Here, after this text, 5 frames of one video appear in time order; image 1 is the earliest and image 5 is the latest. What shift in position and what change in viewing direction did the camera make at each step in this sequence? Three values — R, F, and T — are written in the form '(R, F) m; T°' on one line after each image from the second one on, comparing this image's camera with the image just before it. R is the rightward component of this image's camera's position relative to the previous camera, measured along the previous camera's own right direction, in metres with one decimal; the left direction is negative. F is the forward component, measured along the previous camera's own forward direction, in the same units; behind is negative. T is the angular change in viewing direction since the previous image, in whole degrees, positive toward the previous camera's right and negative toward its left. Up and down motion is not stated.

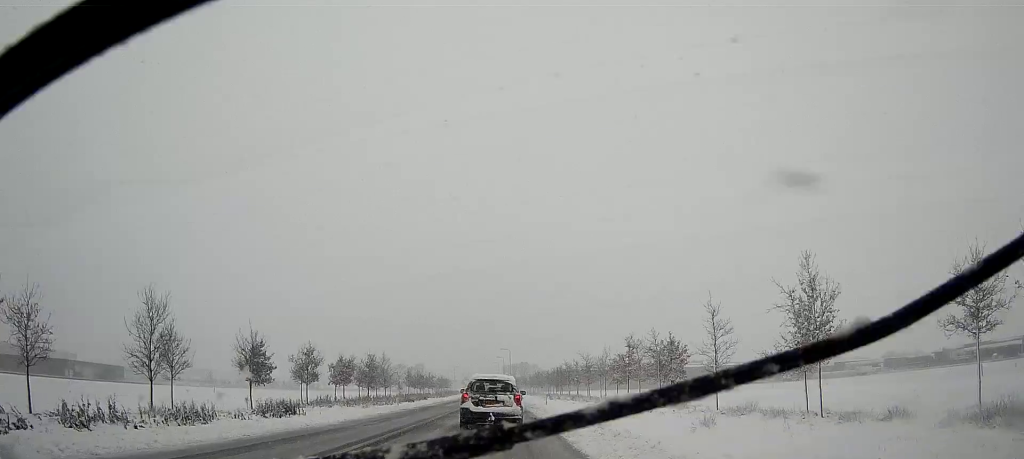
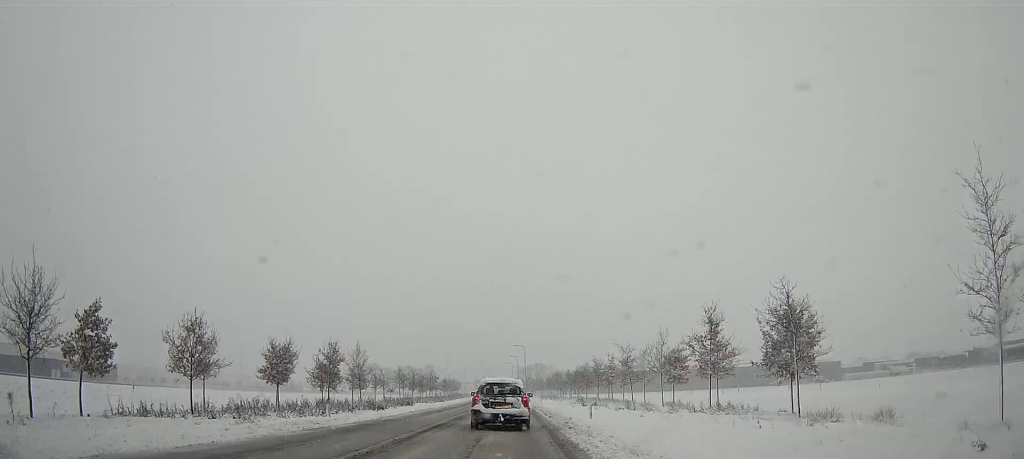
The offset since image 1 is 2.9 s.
(-0.6, +23.3) m; -1°
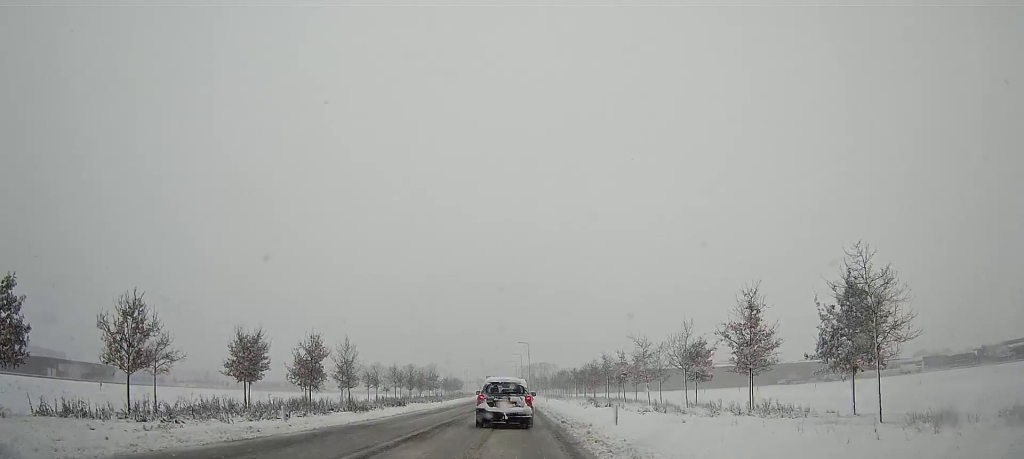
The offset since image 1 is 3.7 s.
(0.0, +6.7) m; +1°
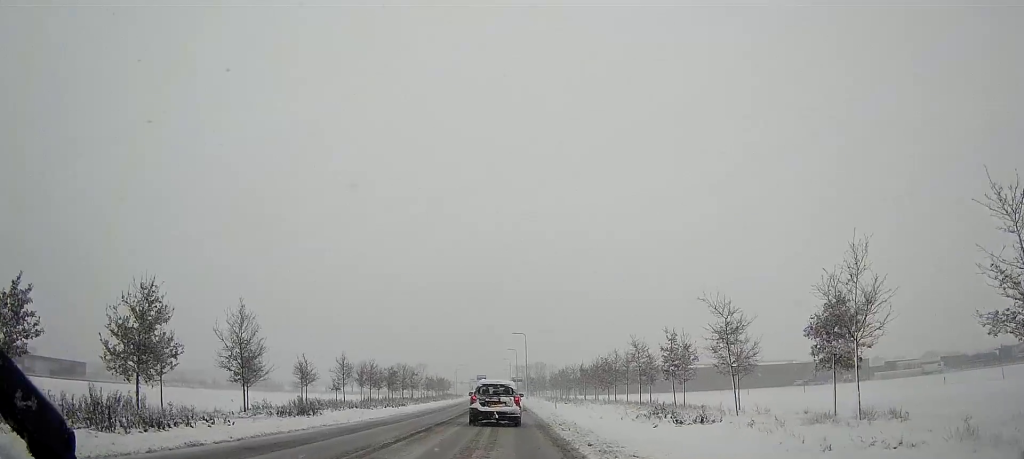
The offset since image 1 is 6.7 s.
(+2.7, +25.0) m; +1°
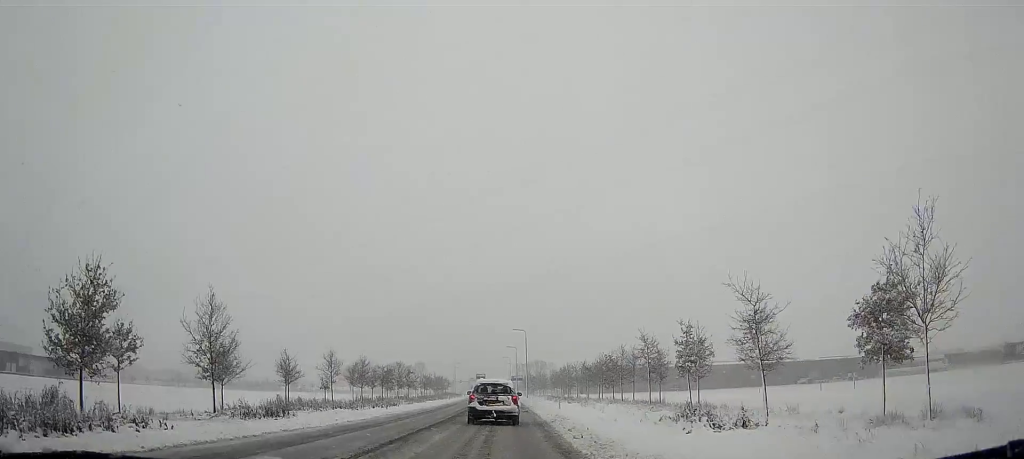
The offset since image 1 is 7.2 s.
(-0.5, +4.4) m; -3°
